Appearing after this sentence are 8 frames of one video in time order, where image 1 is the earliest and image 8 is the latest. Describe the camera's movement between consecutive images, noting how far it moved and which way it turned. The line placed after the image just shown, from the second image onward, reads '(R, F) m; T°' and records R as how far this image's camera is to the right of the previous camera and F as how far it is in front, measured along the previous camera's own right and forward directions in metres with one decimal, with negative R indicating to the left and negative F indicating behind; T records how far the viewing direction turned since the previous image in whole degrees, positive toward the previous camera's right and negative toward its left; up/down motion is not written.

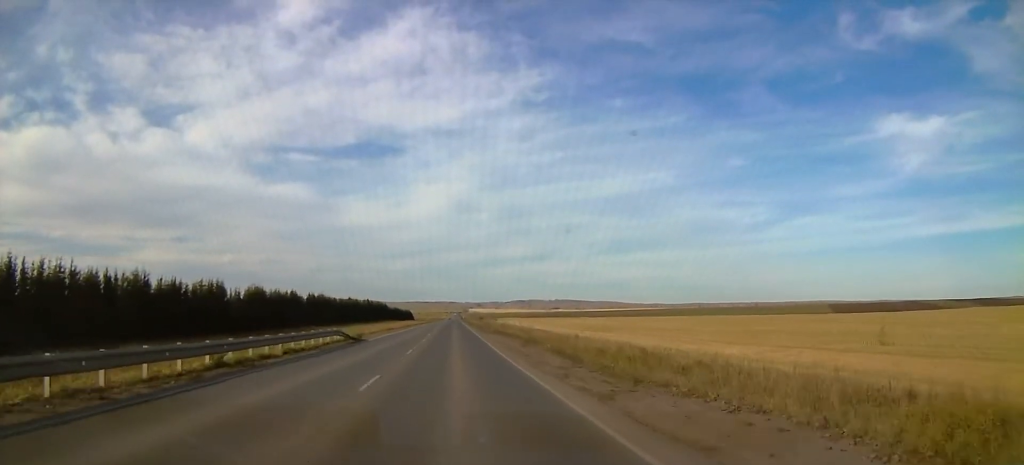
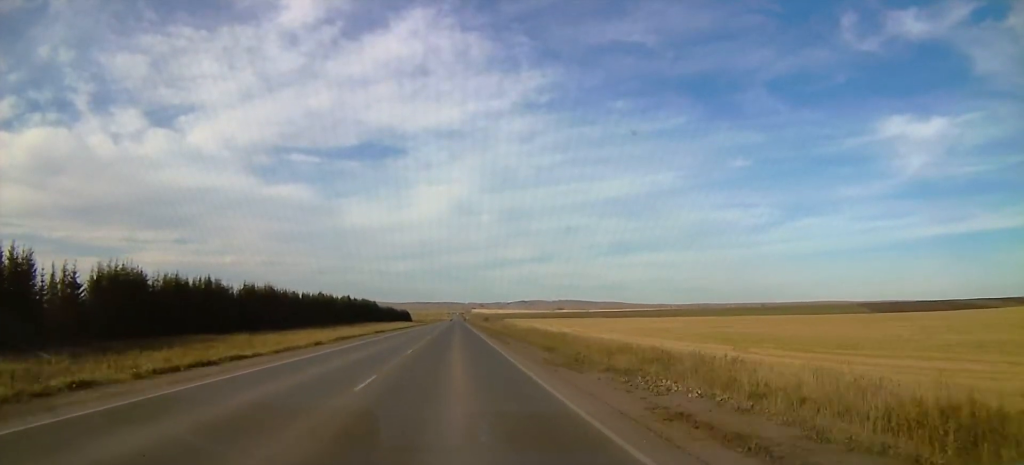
(+0.3, +72.3) m; +1°
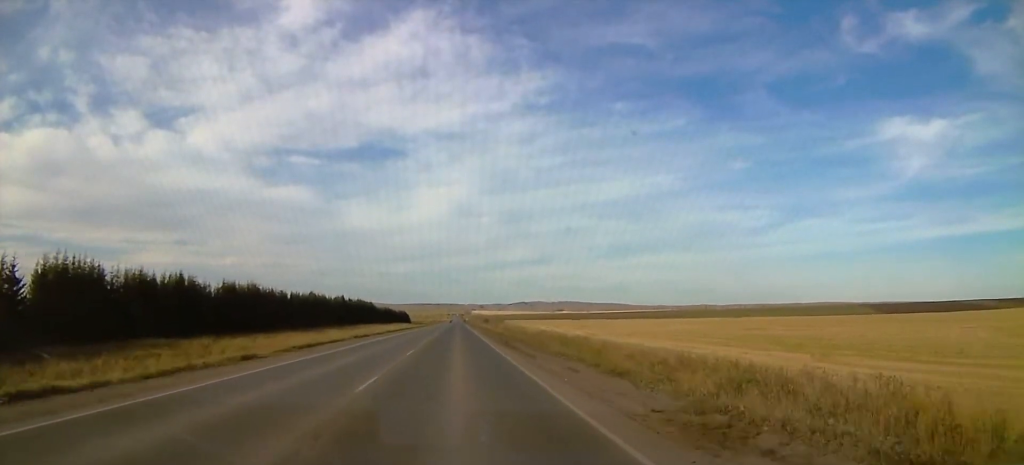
(+0.1, +15.2) m; 0°
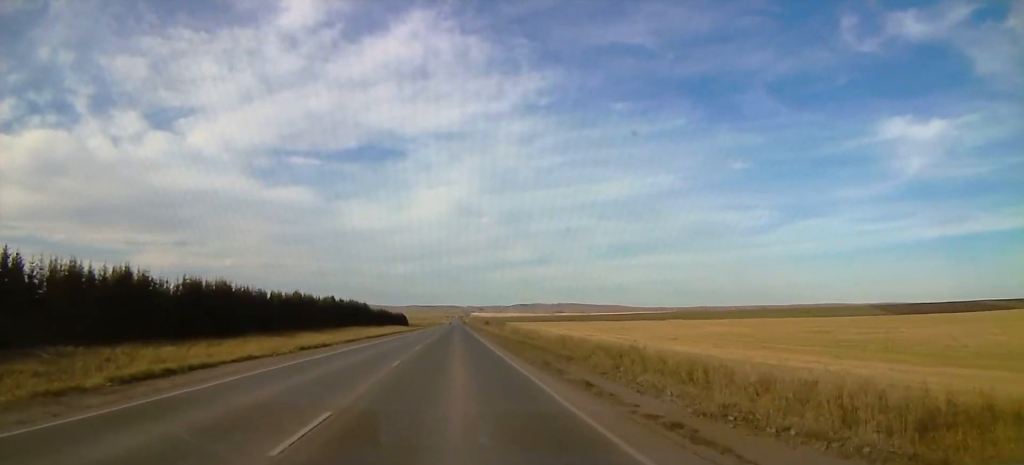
(0.0, +20.7) m; 0°
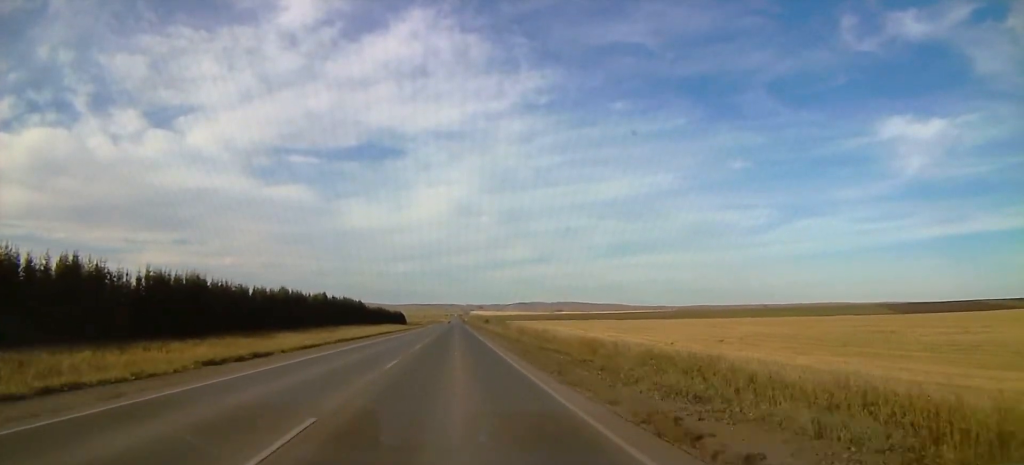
(-0.1, +14.2) m; 0°
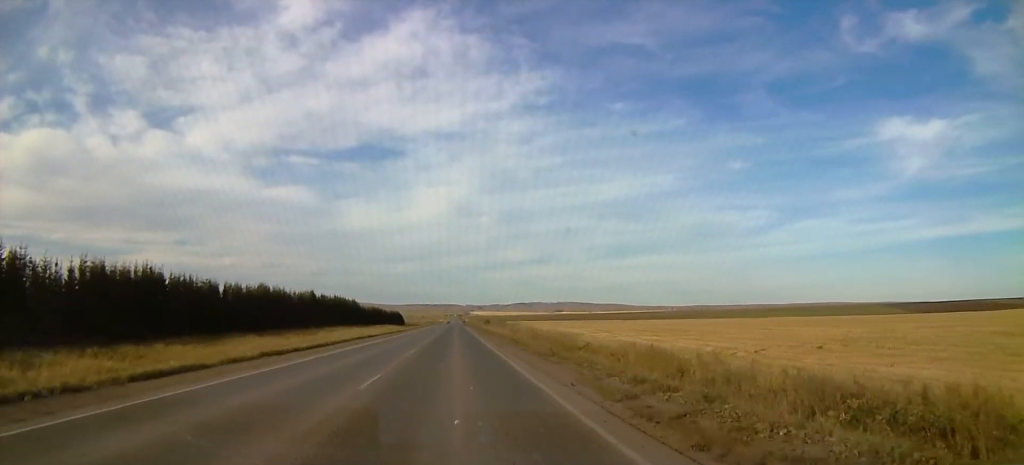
(-0.1, +16.9) m; 0°
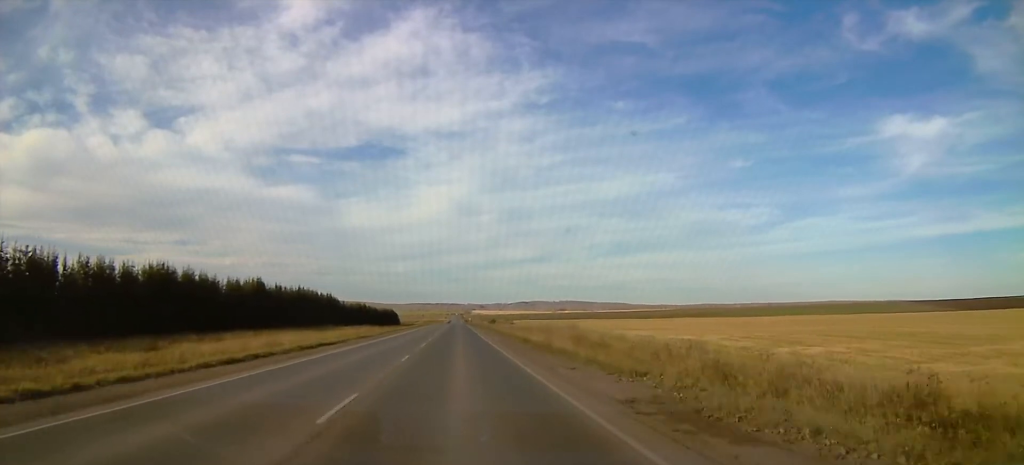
(-0.1, +43.7) m; 0°
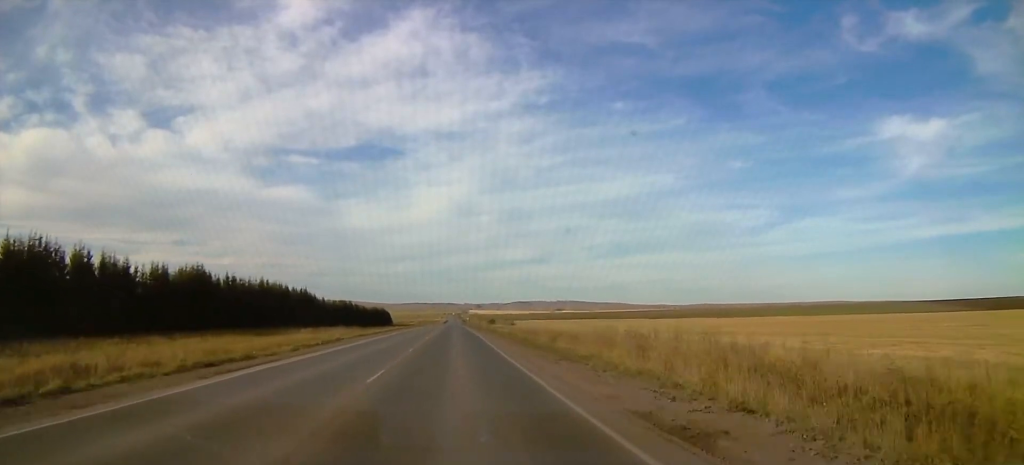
(0.0, +25.5) m; 0°
